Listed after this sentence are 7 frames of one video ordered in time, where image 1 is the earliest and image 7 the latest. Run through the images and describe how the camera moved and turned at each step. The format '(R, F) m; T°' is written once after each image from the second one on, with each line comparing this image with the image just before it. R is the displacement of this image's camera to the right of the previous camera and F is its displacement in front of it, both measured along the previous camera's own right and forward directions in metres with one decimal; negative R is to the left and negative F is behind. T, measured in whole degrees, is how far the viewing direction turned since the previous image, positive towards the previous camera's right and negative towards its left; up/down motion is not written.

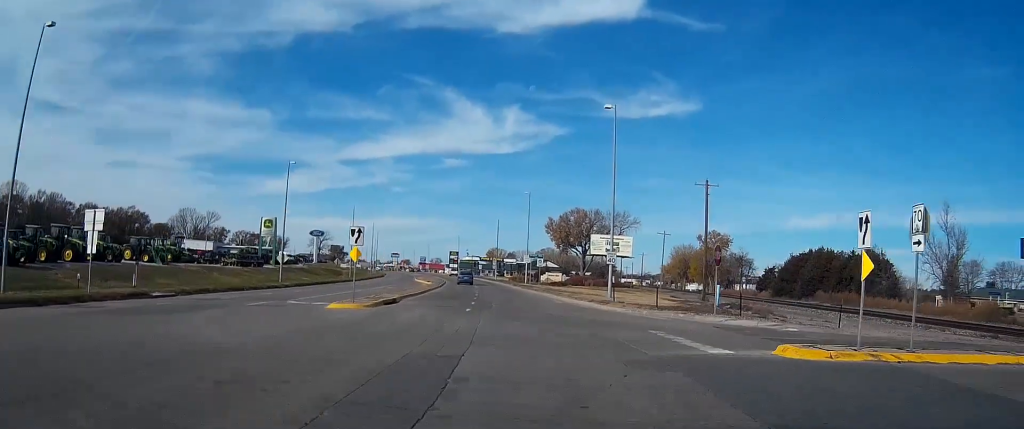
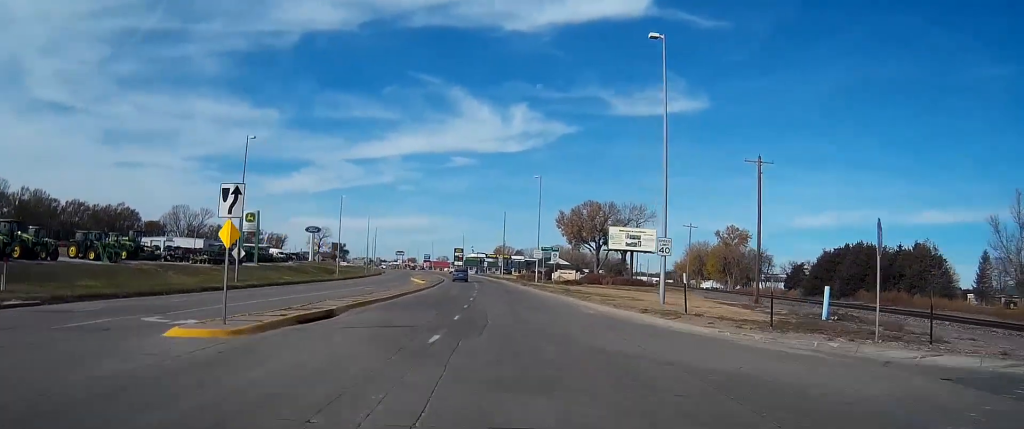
(0.0, +14.4) m; -1°
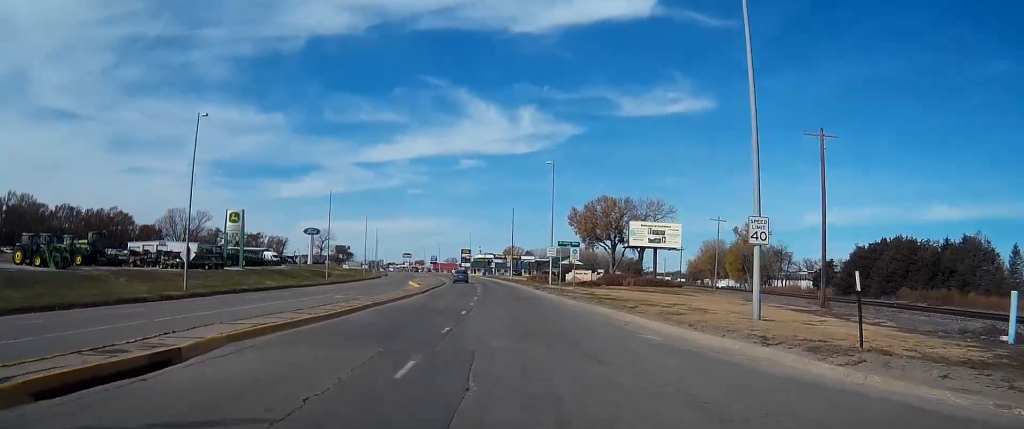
(+0.1, +11.7) m; -1°
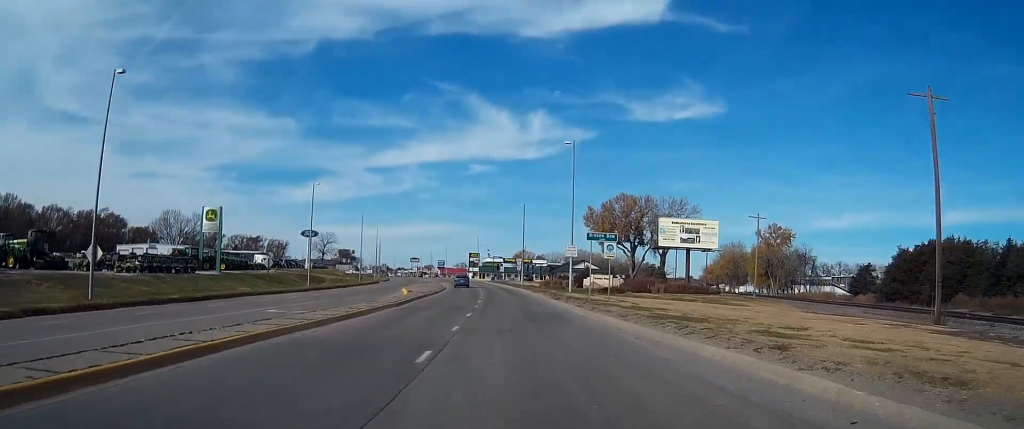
(-0.3, +13.6) m; -1°
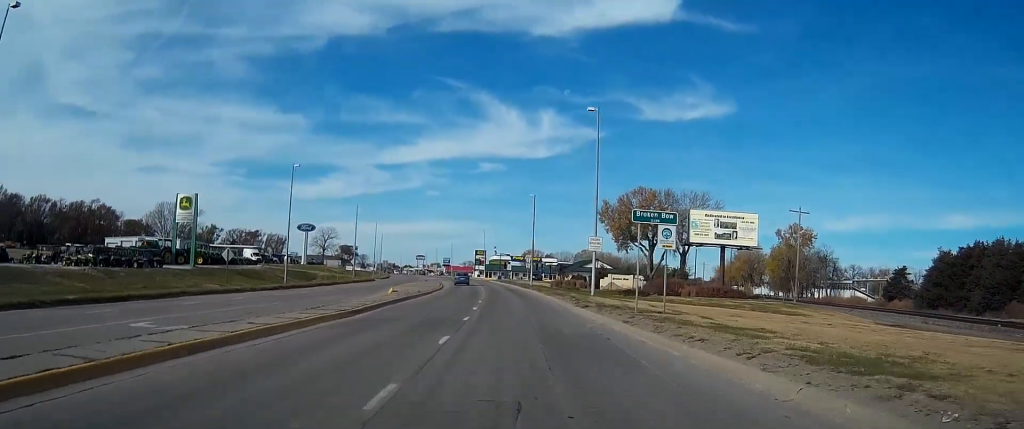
(-0.1, +11.6) m; -1°
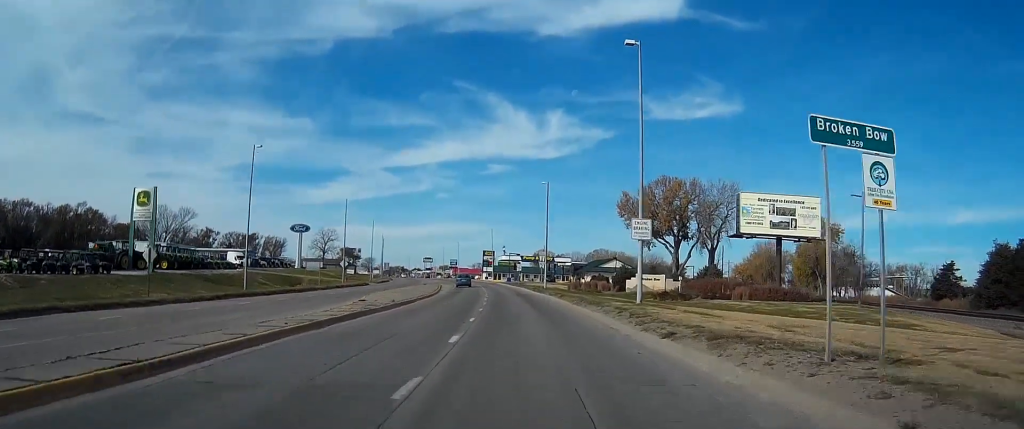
(-0.1, +14.1) m; 0°
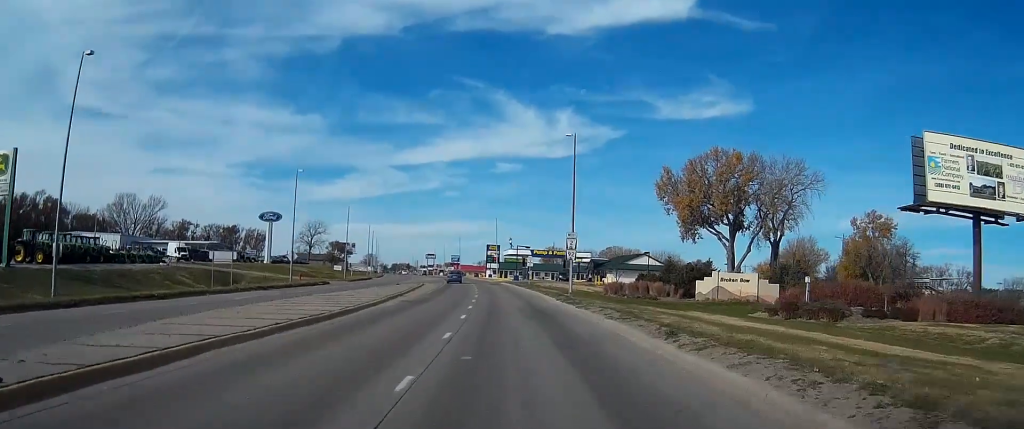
(-0.2, +28.7) m; -1°
